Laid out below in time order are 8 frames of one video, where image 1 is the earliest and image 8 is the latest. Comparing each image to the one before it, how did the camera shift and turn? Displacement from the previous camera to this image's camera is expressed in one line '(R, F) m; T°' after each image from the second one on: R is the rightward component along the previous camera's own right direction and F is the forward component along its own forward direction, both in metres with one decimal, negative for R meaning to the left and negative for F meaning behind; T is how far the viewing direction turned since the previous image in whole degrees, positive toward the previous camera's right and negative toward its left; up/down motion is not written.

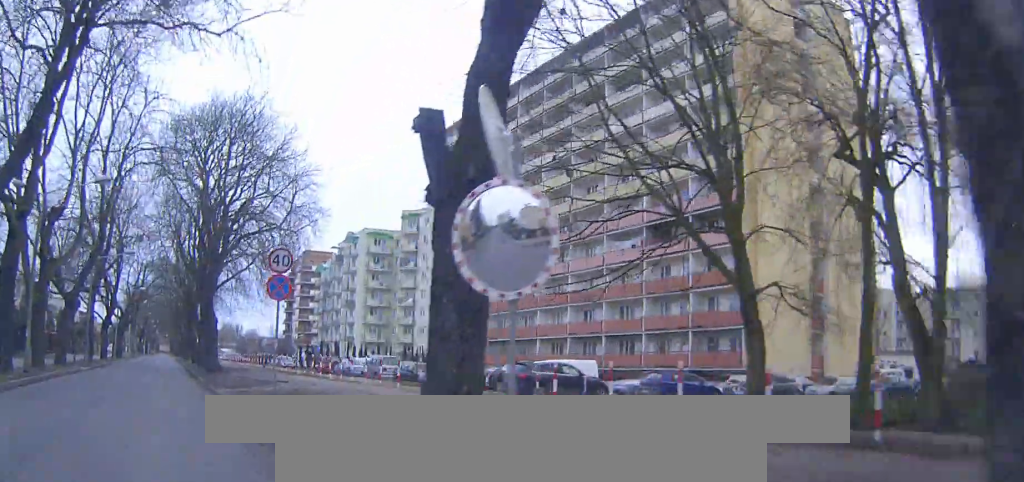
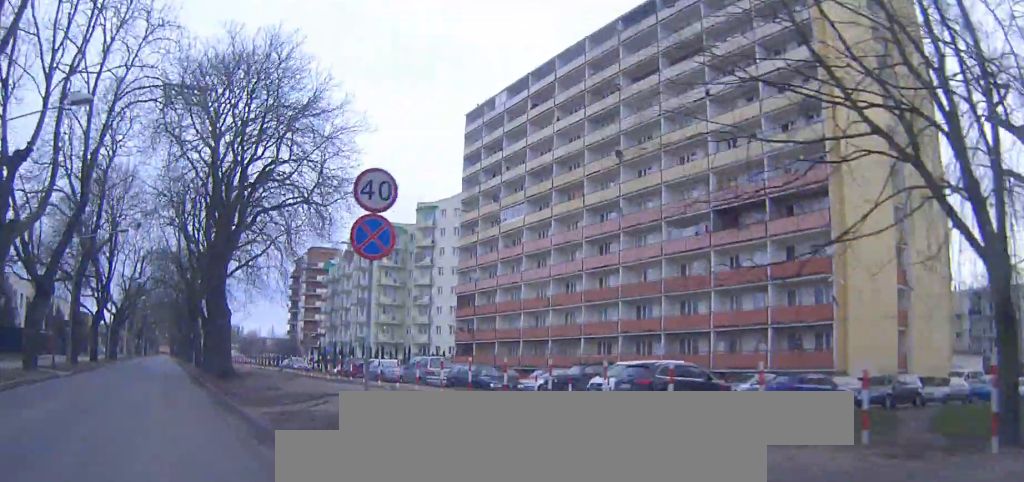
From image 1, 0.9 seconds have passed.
(0.0, +7.9) m; 0°
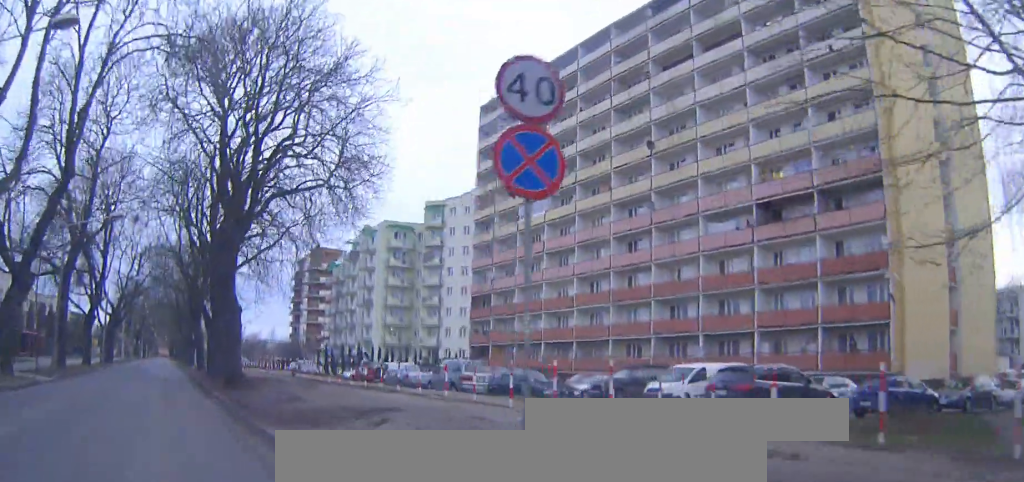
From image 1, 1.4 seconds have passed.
(-0.1, +4.3) m; 0°
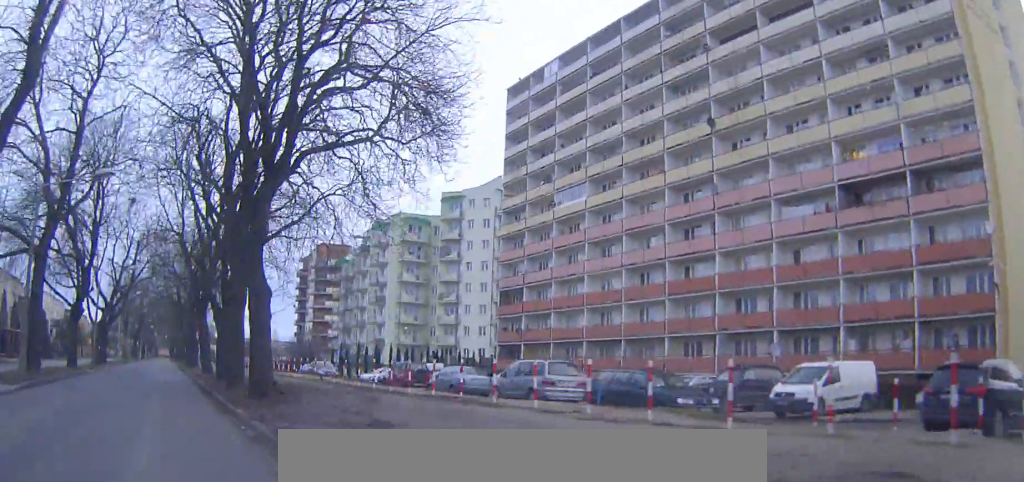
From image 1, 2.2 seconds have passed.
(+0.1, +7.0) m; +2°
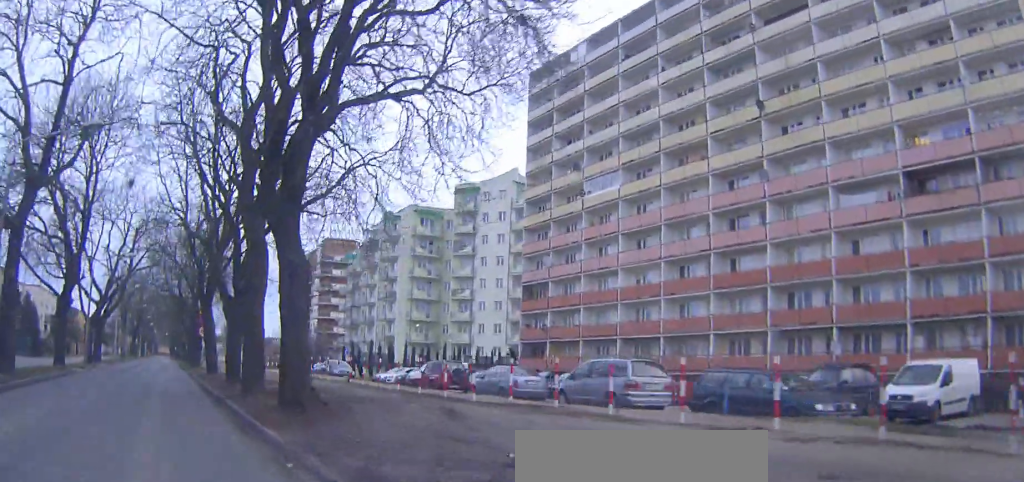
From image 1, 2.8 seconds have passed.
(0.0, +4.6) m; +1°
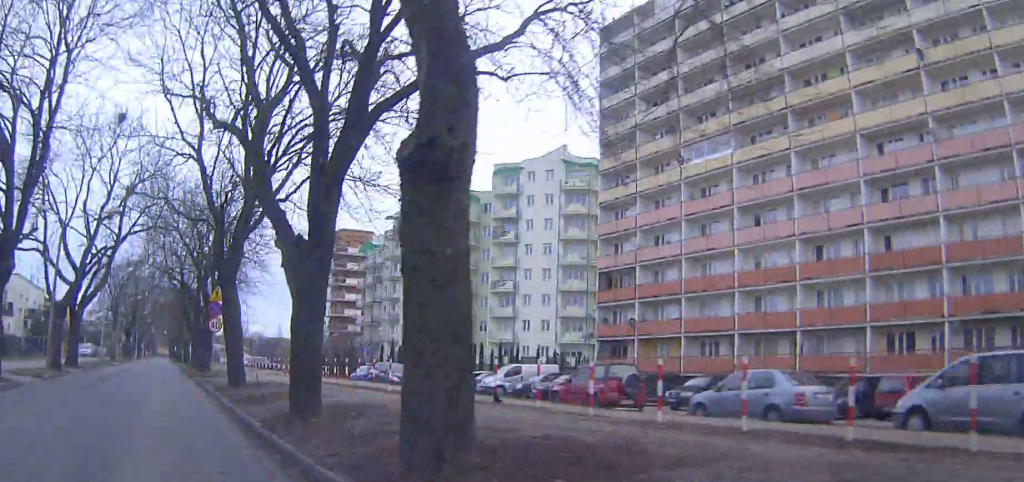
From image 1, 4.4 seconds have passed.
(-0.1, +12.5) m; -3°
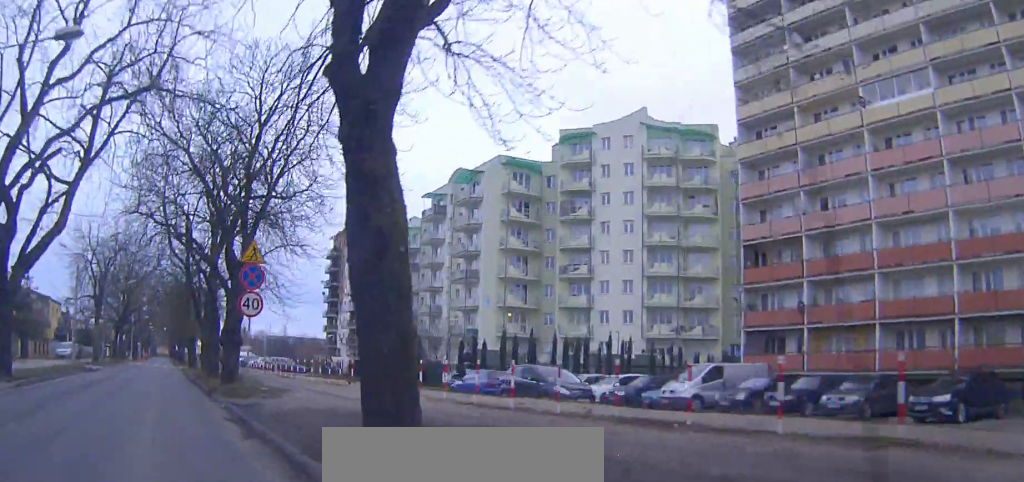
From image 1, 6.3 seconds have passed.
(-0.4, +16.3) m; -1°
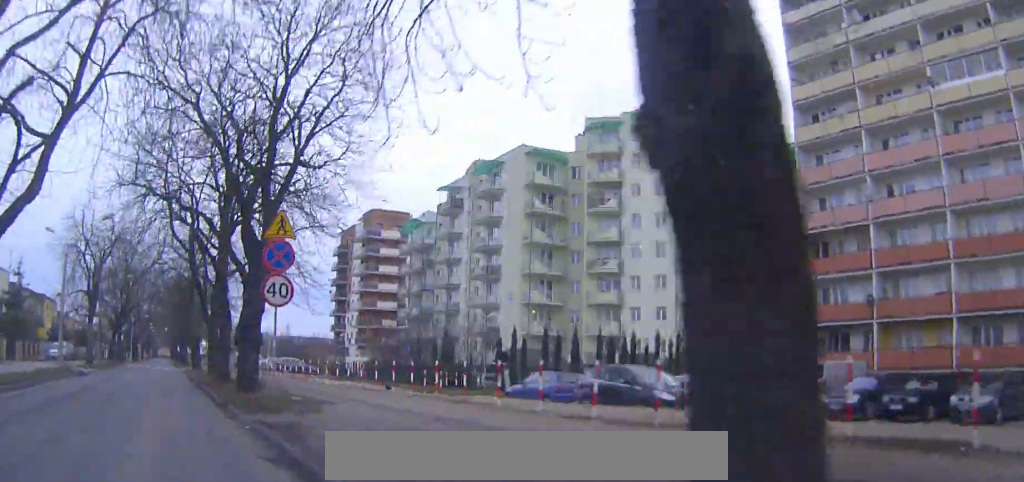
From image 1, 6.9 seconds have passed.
(0.0, +5.0) m; +1°
